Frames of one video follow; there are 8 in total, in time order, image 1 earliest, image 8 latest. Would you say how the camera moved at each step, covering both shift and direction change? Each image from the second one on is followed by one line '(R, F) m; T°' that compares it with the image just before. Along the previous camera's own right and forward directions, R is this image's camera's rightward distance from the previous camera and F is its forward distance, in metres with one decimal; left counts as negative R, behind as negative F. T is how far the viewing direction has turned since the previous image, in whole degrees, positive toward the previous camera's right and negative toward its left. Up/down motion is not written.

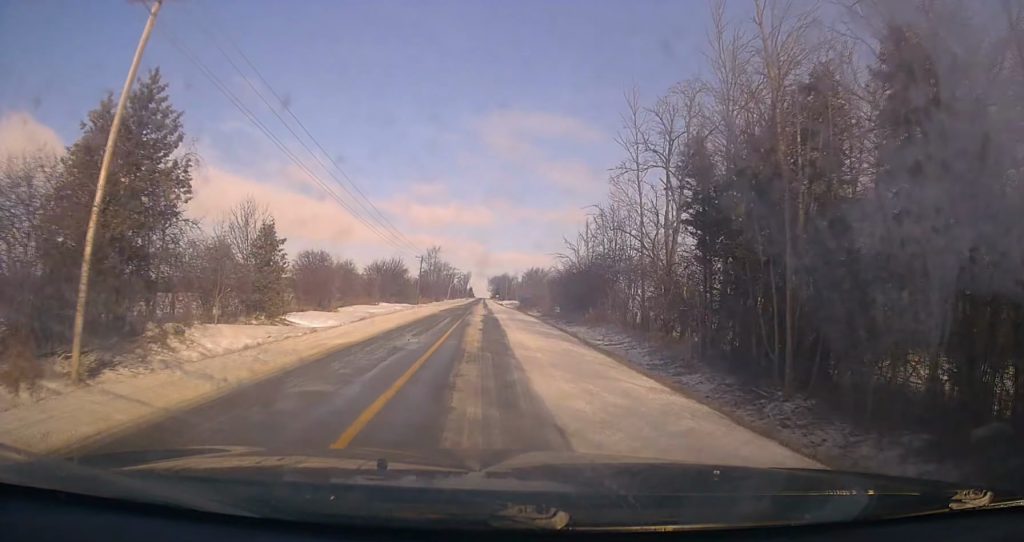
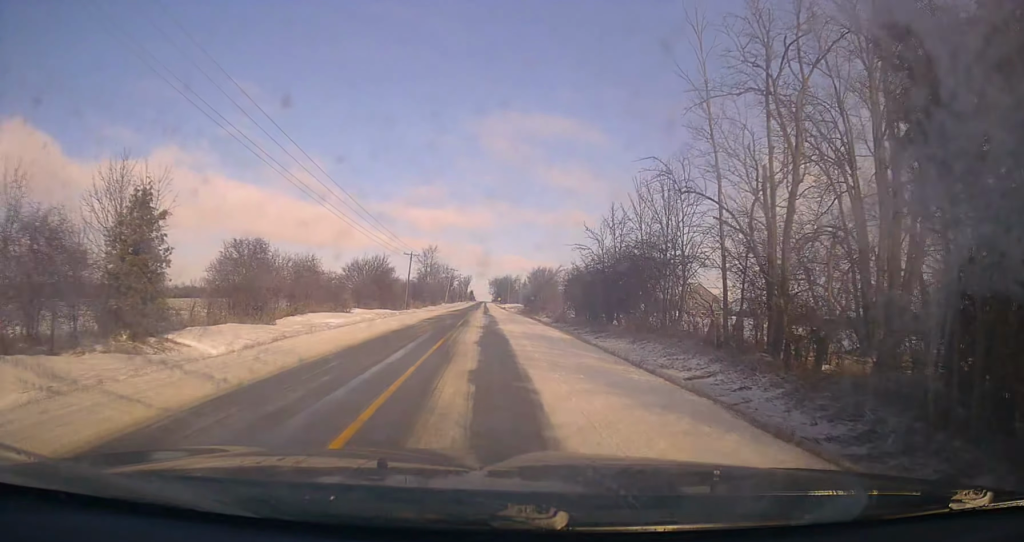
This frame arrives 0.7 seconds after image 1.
(+0.1, +12.5) m; +1°
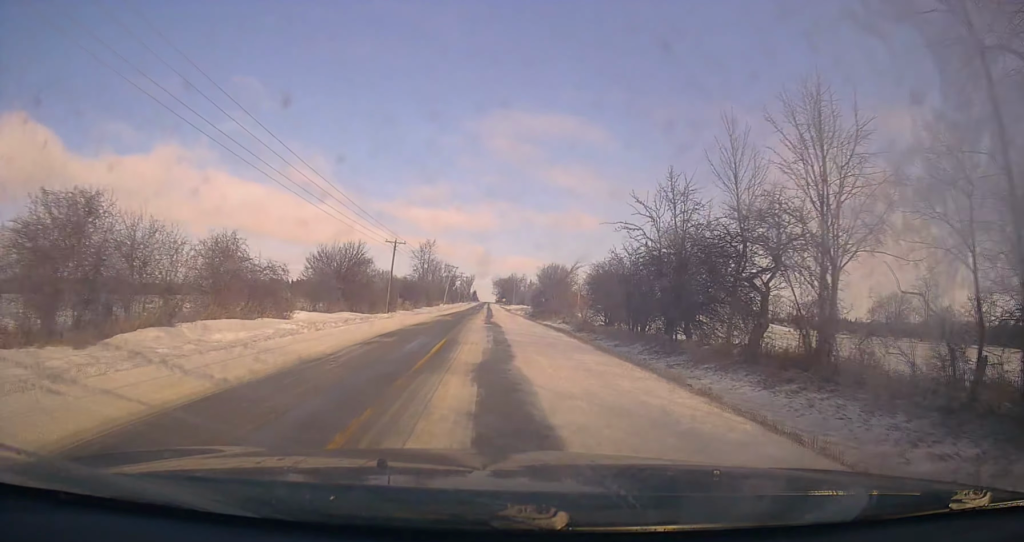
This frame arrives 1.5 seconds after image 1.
(+0.4, +14.8) m; +1°
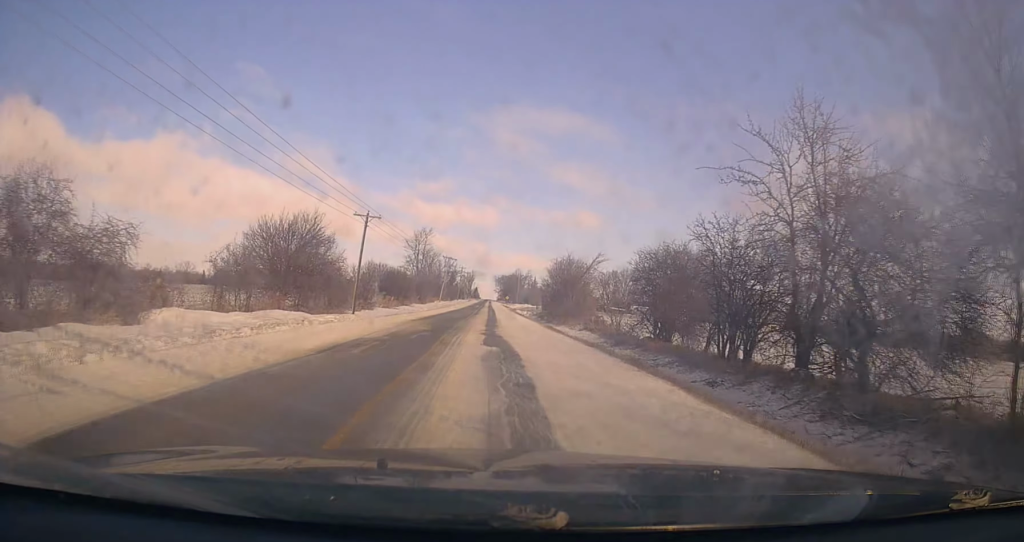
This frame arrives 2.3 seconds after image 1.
(-0.3, +14.5) m; 0°
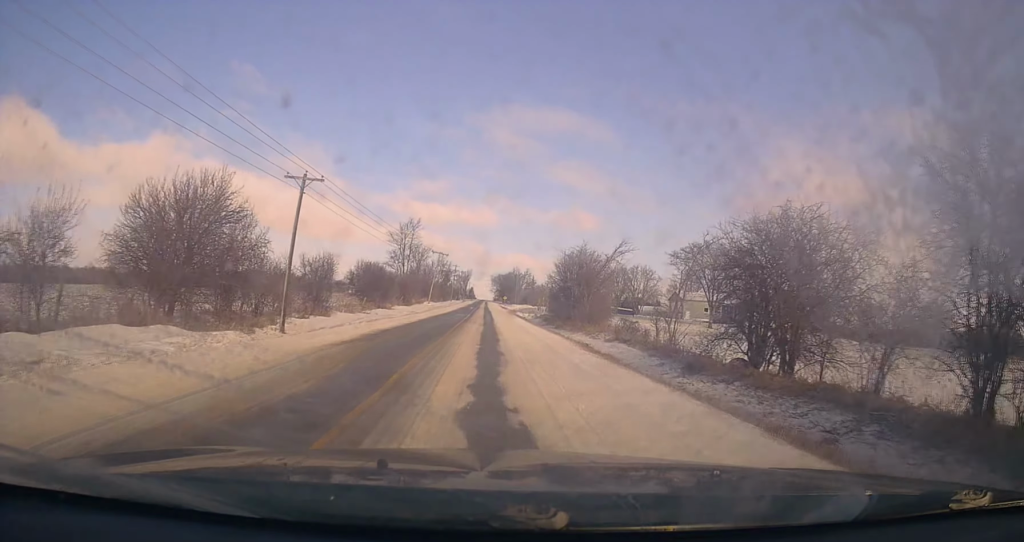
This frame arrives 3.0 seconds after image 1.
(+0.1, +13.9) m; -1°
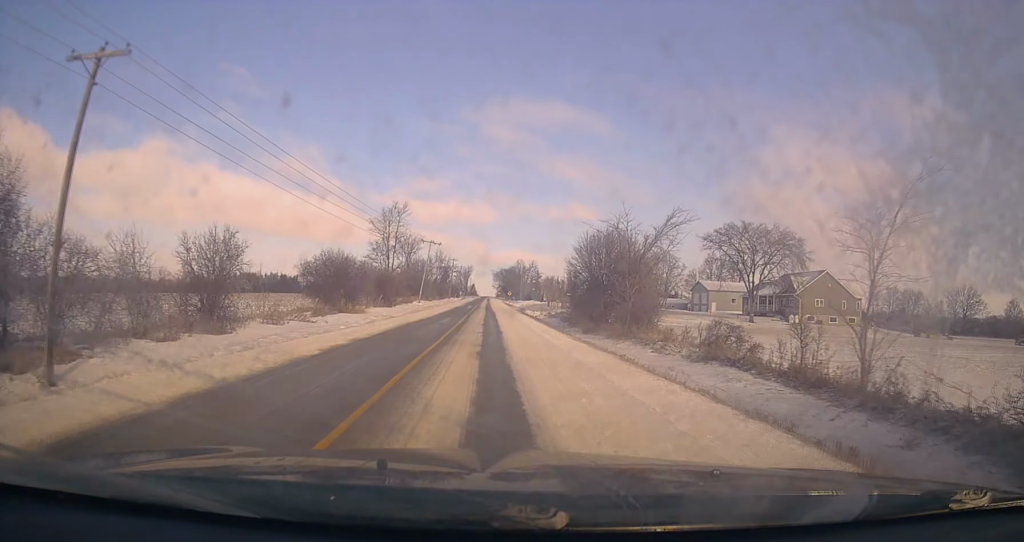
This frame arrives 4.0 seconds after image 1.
(-0.3, +16.9) m; -1°
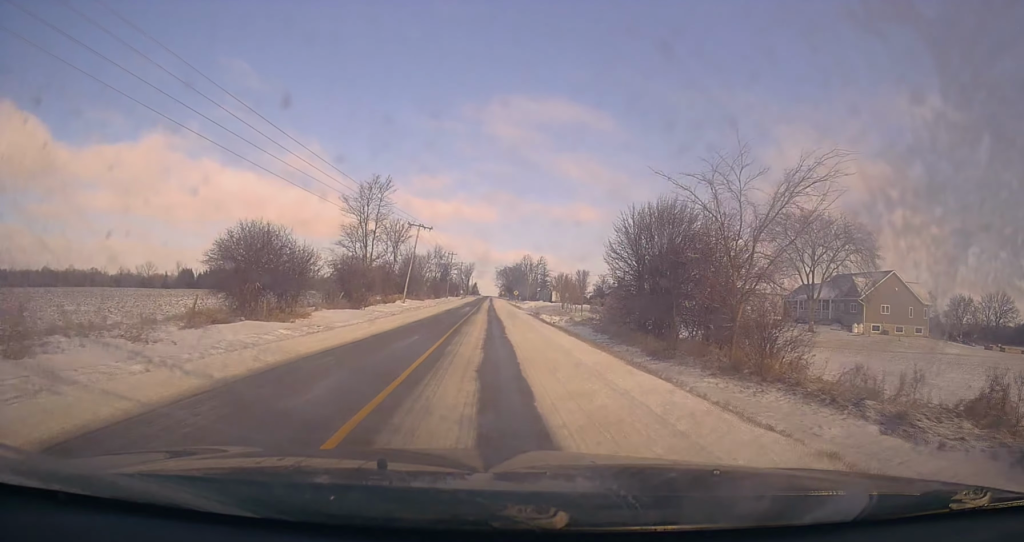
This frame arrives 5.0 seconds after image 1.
(+0.1, +18.2) m; +1°
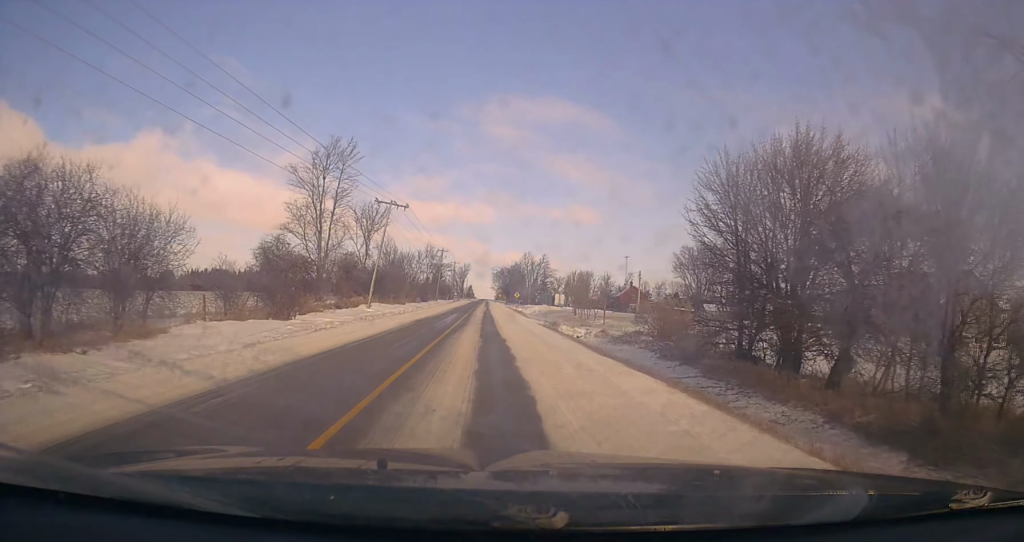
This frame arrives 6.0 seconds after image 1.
(+0.3, +17.4) m; 0°
